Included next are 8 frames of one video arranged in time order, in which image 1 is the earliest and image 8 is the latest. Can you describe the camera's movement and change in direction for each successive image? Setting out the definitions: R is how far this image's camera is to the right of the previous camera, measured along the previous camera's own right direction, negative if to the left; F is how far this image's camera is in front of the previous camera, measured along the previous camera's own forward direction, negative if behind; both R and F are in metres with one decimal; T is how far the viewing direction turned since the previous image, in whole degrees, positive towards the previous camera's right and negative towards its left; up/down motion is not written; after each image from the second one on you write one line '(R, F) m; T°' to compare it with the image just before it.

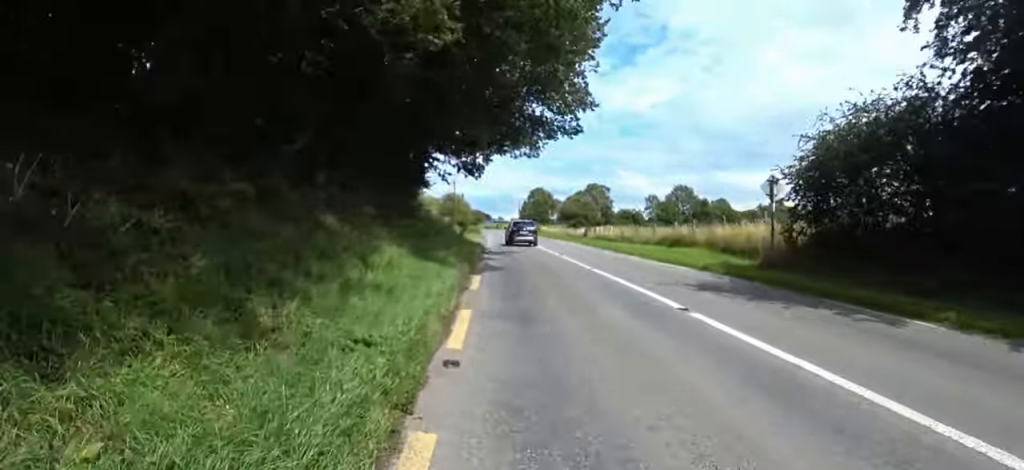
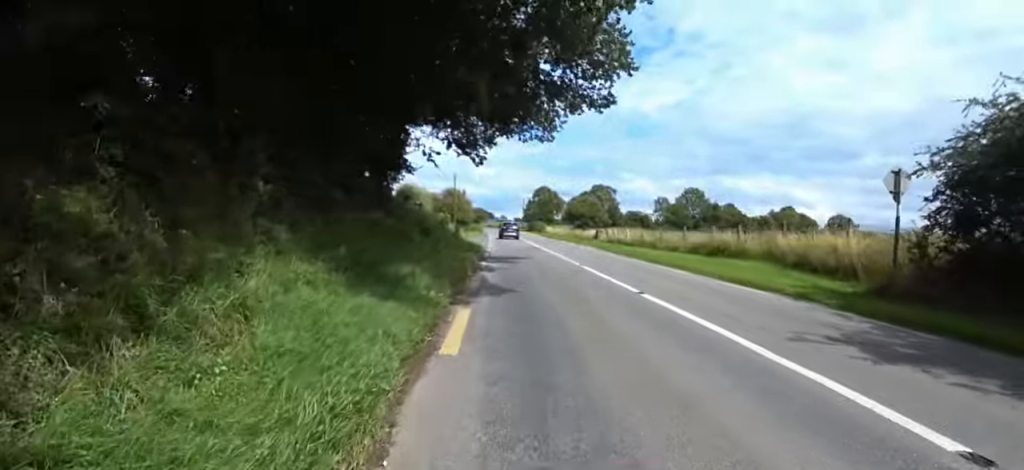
(+0.7, +3.9) m; -1°
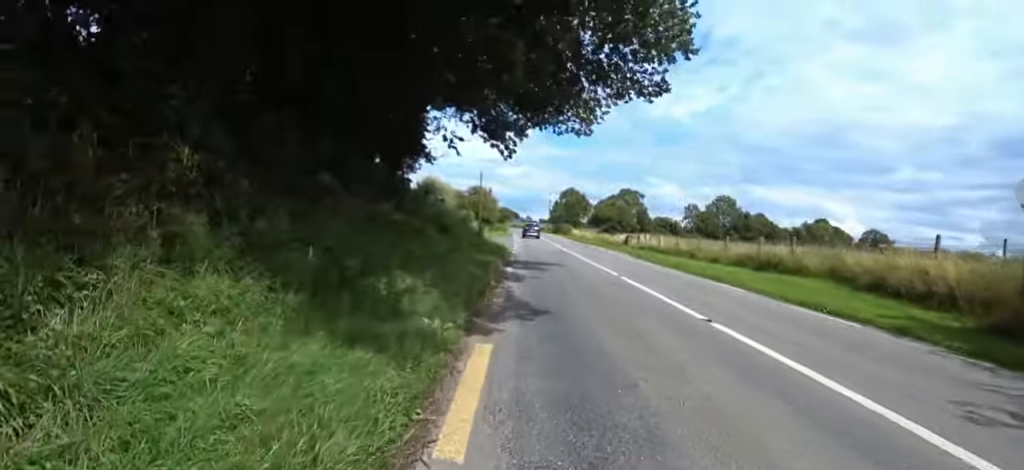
(-0.4, +1.8) m; -7°
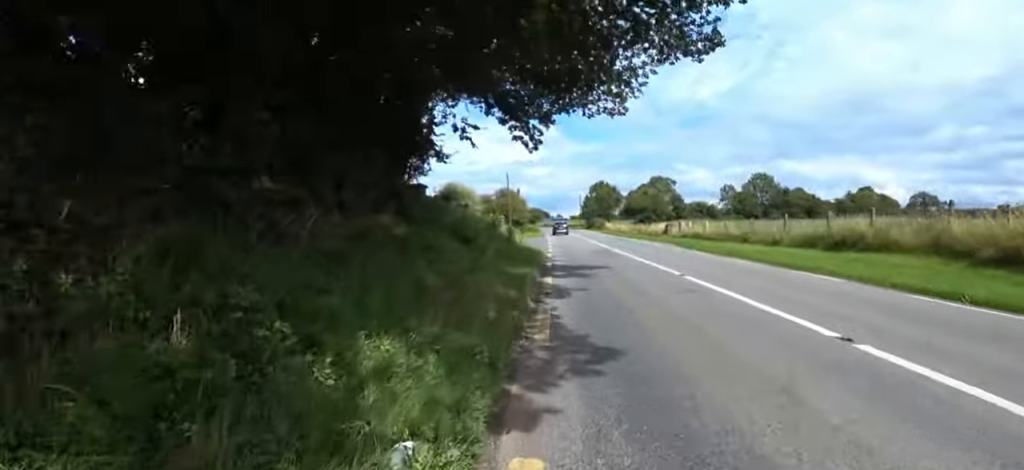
(-0.2, +2.1) m; -4°
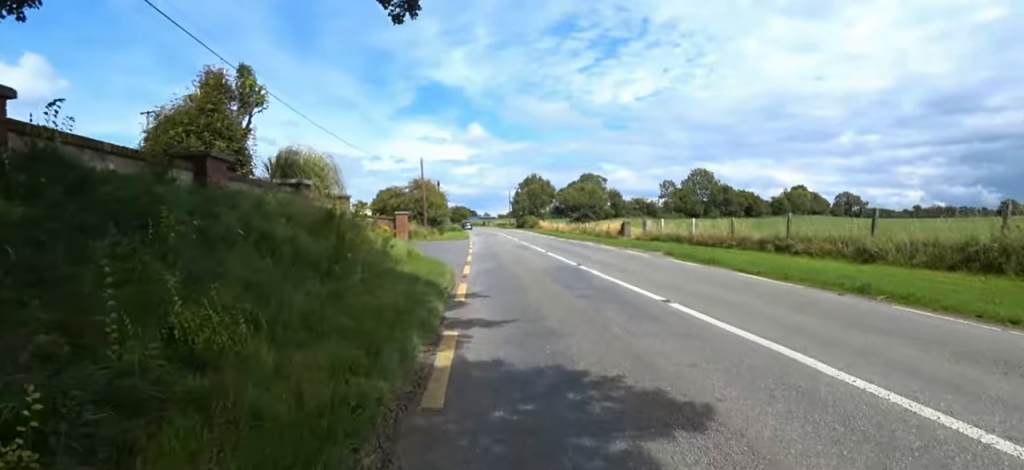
(+1.1, +9.7) m; +21°
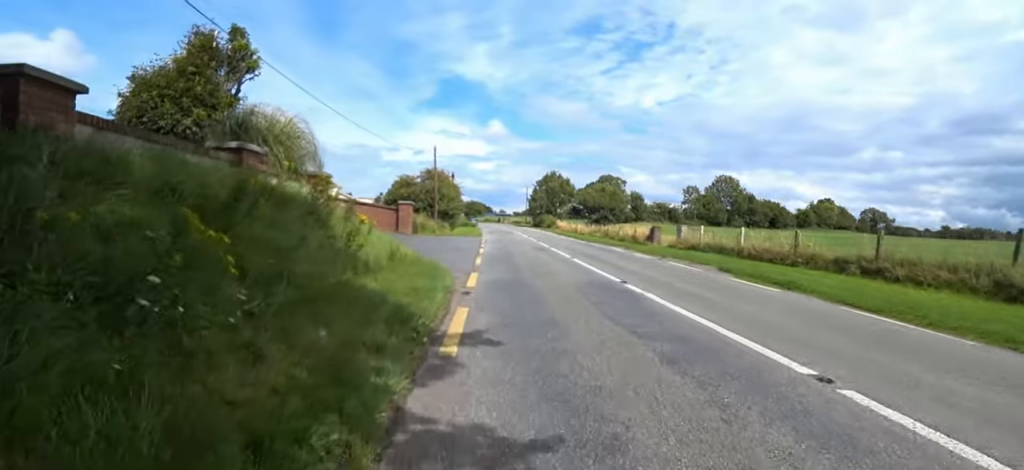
(+0.4, +3.0) m; +2°
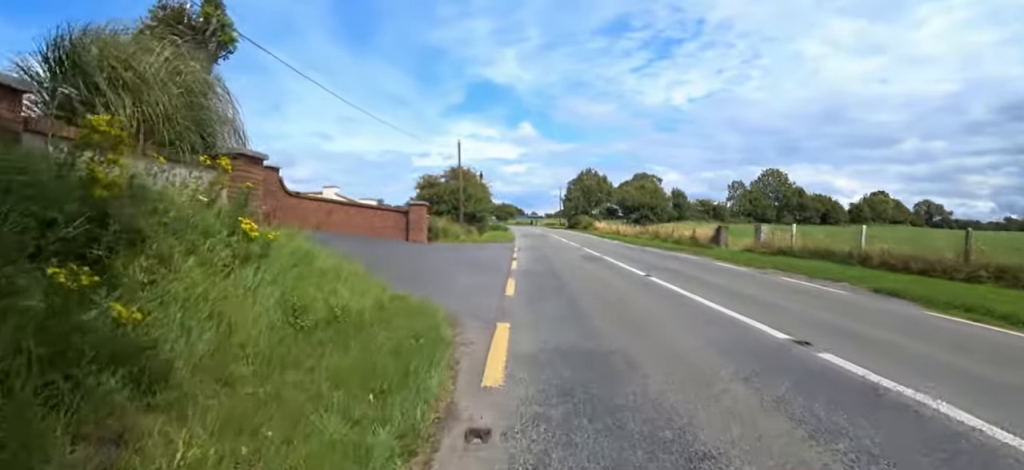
(-0.5, +4.7) m; -10°
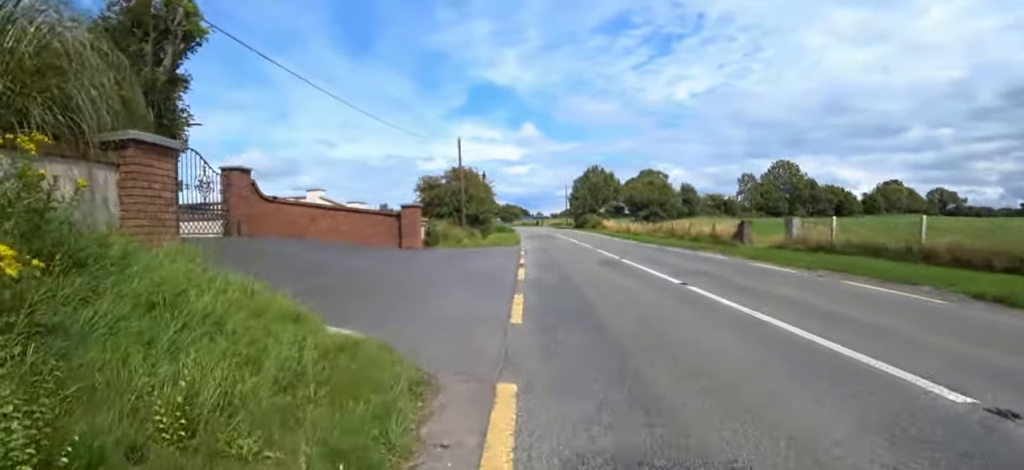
(+0.1, +2.0) m; -4°
